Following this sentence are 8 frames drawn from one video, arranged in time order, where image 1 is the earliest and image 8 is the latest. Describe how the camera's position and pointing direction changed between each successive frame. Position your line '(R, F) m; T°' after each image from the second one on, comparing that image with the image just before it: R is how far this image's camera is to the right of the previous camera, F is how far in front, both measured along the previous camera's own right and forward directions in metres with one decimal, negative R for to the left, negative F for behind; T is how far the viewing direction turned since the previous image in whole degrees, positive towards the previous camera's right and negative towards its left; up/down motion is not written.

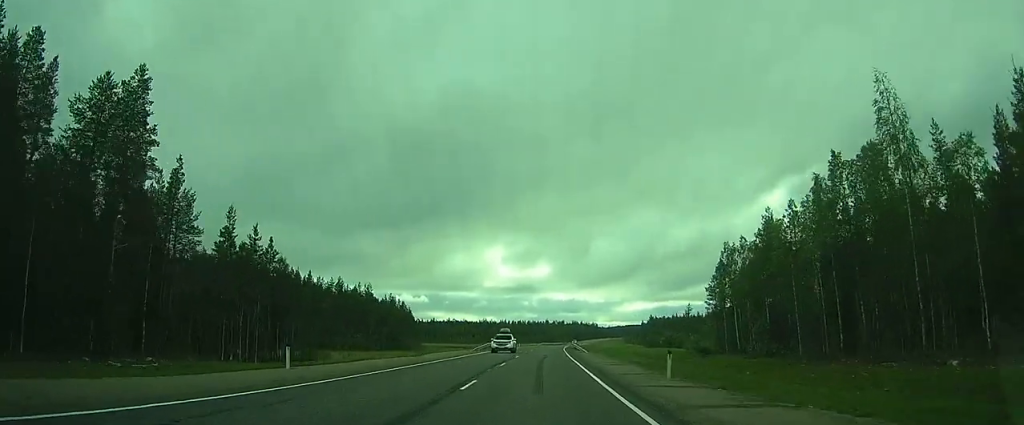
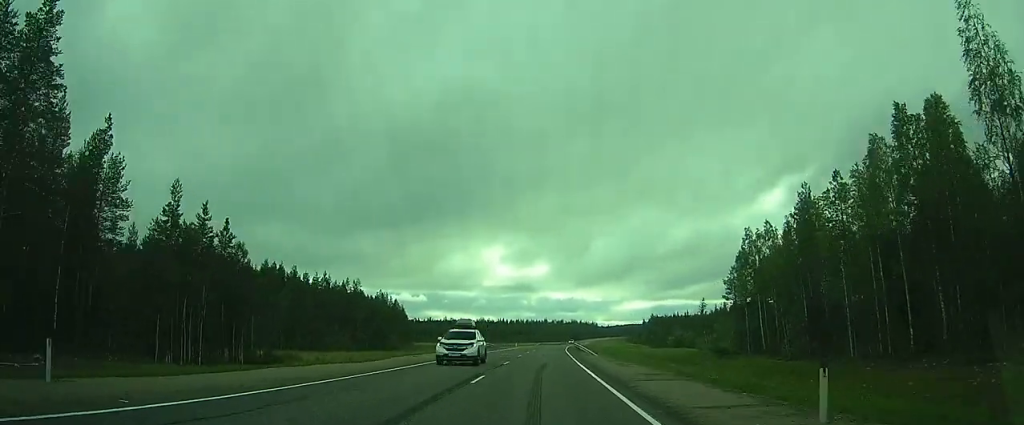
(0.0, +10.2) m; 0°
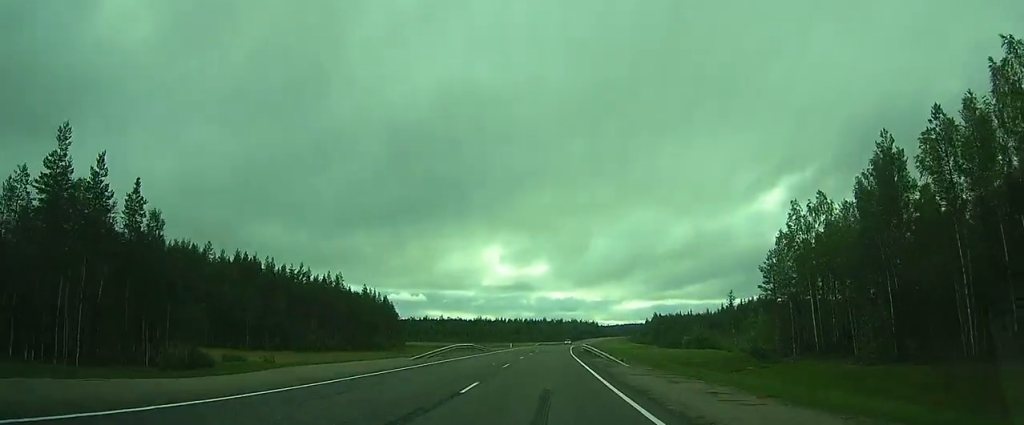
(0.0, +14.9) m; 0°
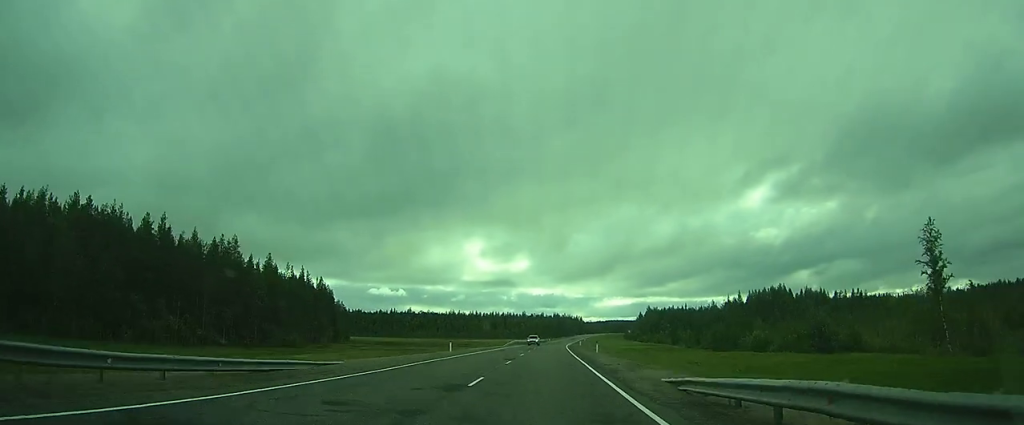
(+0.2, +47.6) m; +1°
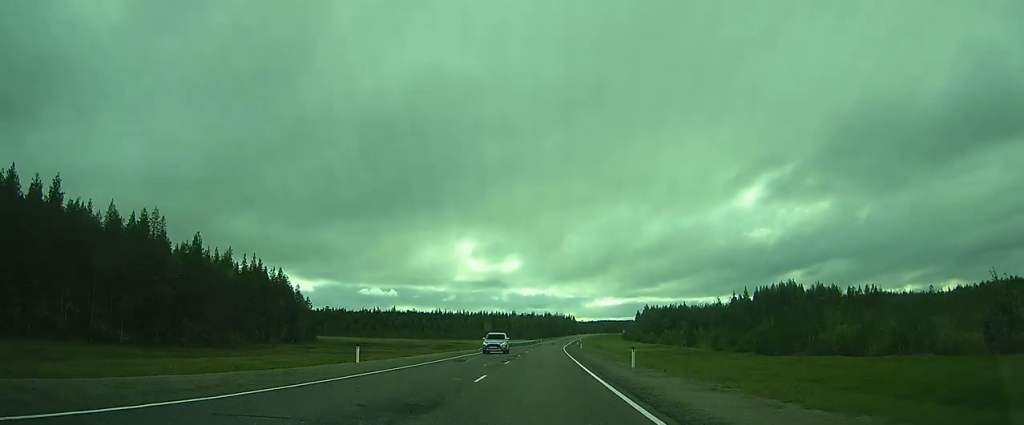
(+0.2, +22.5) m; +1°
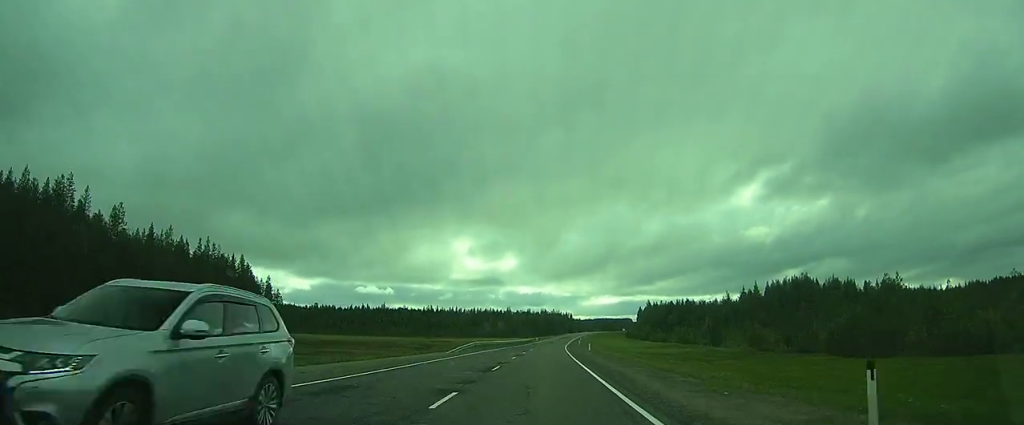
(+0.2, +18.5) m; +1°
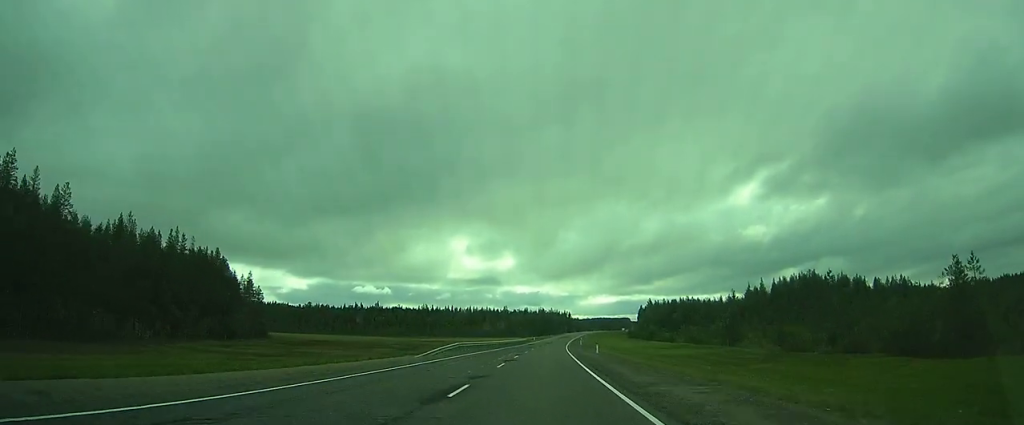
(+0.1, +10.0) m; 0°
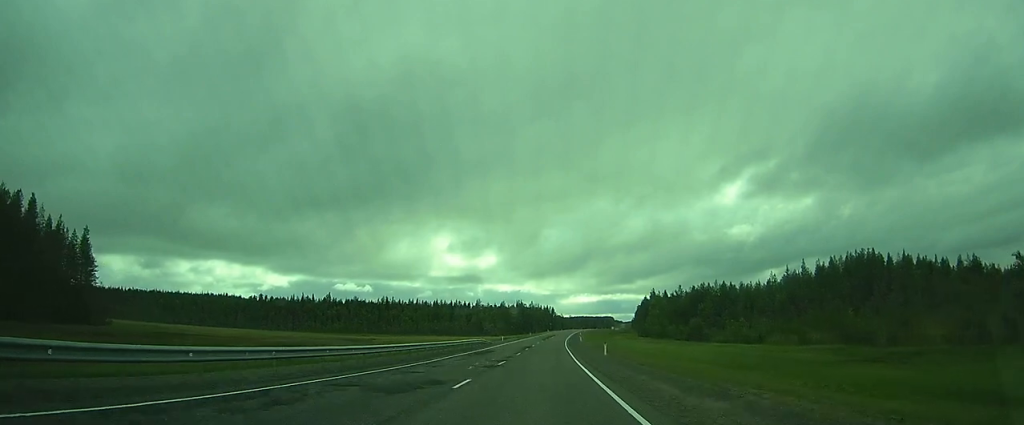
(+0.6, +58.4) m; +3°
